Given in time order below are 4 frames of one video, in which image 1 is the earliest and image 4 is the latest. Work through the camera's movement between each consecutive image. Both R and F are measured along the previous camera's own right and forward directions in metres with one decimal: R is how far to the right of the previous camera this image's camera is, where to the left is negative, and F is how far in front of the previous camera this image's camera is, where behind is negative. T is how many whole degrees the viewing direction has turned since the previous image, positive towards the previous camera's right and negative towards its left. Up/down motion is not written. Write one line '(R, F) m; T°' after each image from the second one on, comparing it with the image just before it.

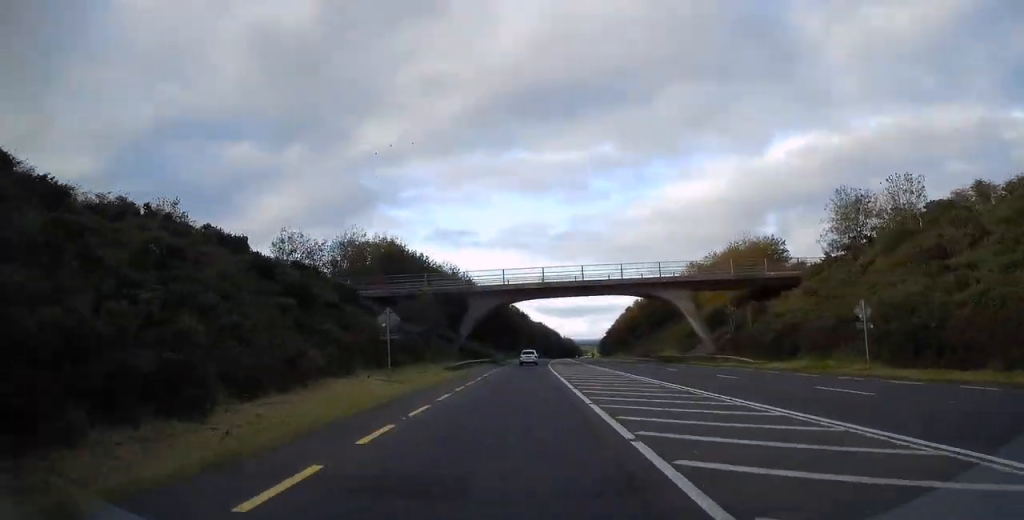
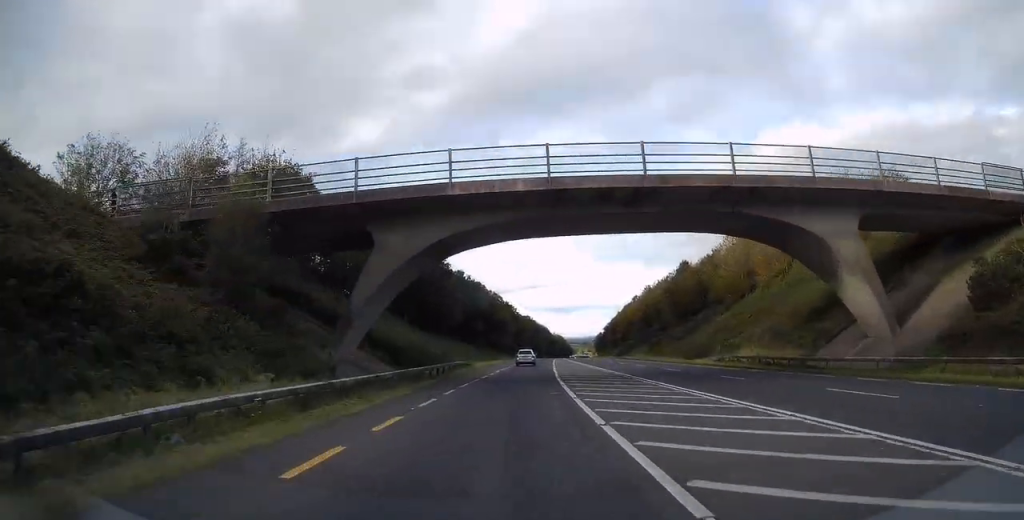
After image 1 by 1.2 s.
(+0.1, +34.1) m; +1°
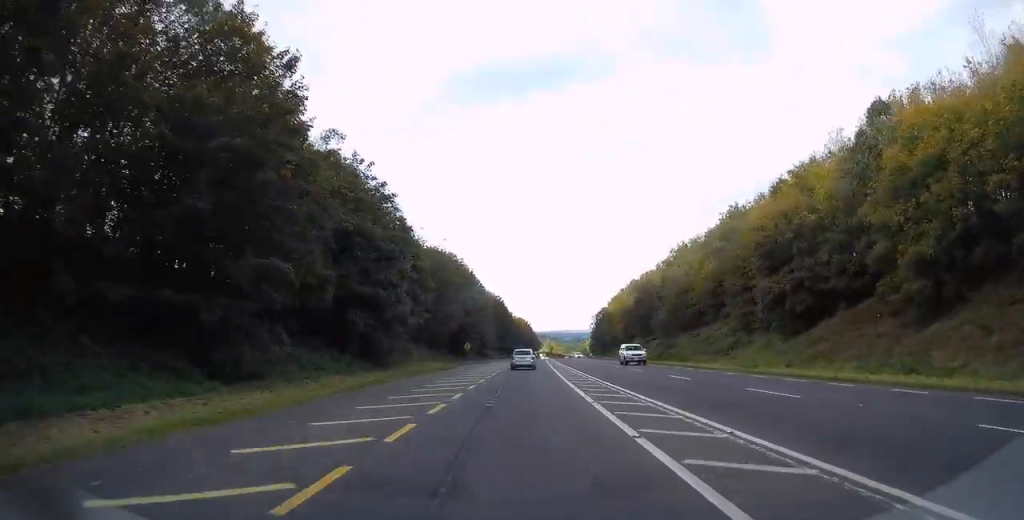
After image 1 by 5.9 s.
(+6.7, +130.7) m; +5°
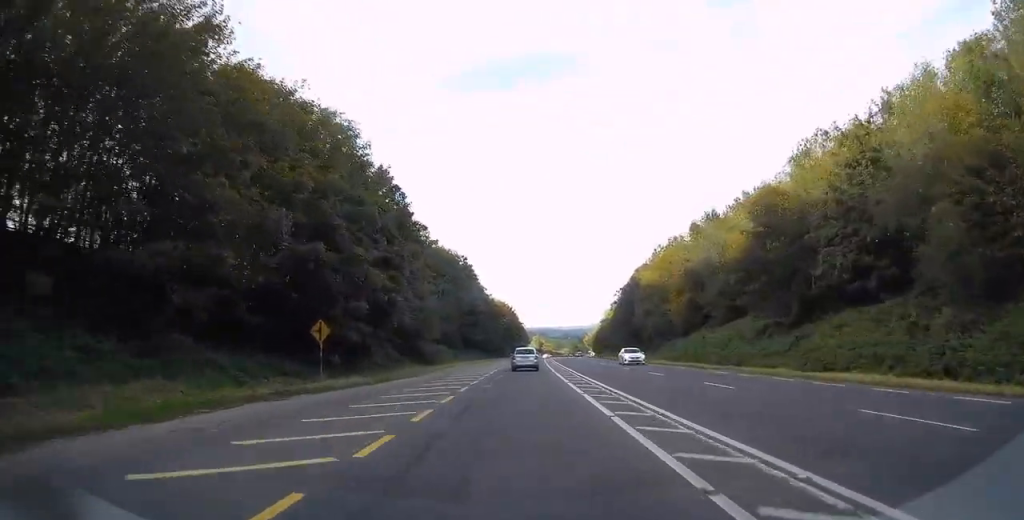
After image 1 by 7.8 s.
(+0.8, +52.3) m; +2°
